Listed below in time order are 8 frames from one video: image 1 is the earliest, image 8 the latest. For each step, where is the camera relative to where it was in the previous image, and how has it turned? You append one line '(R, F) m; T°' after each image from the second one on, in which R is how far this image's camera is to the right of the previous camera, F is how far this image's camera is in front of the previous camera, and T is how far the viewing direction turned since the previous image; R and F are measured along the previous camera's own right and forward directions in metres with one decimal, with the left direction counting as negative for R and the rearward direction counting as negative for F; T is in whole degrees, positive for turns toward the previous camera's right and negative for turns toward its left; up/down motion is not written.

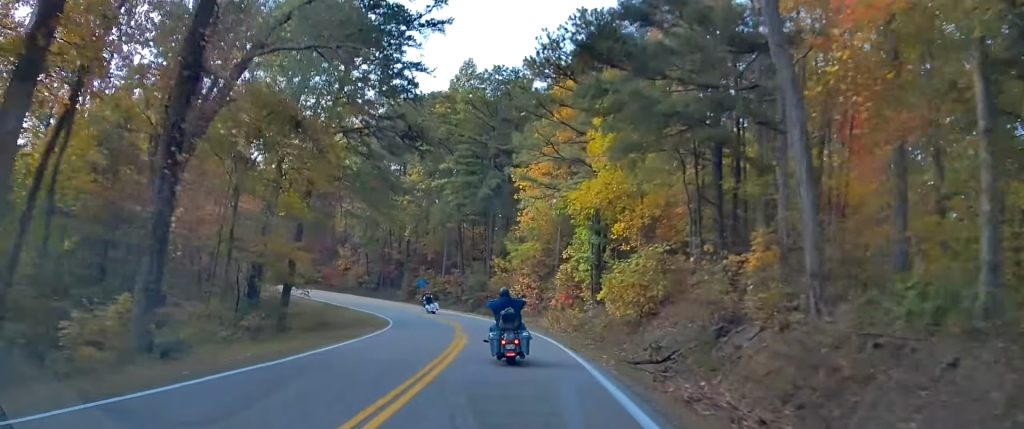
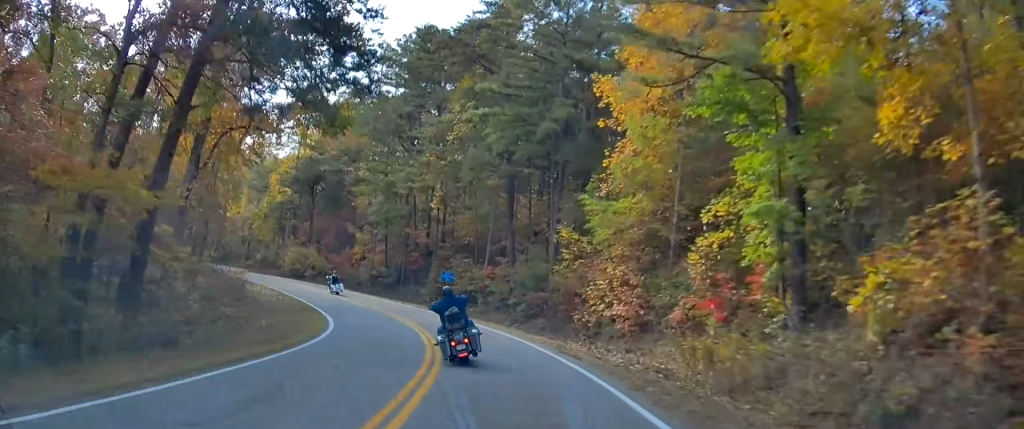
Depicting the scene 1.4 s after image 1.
(-0.3, +22.8) m; -4°
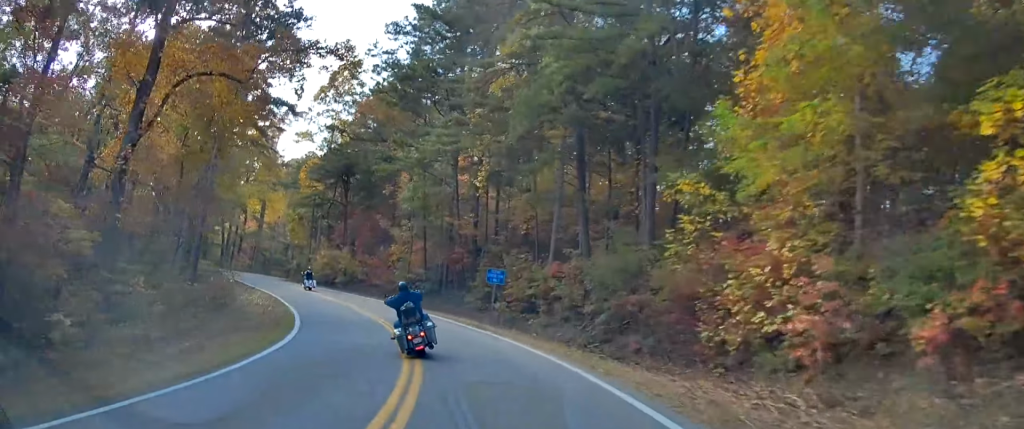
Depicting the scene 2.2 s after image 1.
(-0.1, +11.9) m; -5°
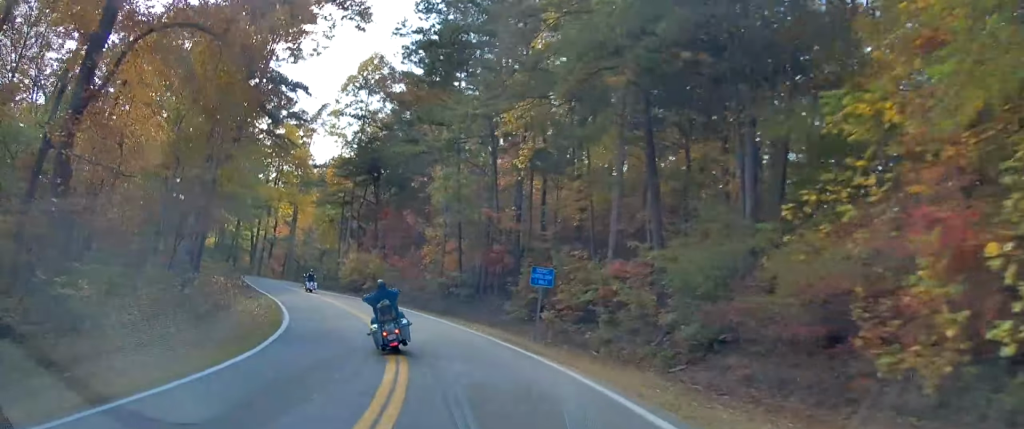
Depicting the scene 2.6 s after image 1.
(-0.6, +6.6) m; -3°
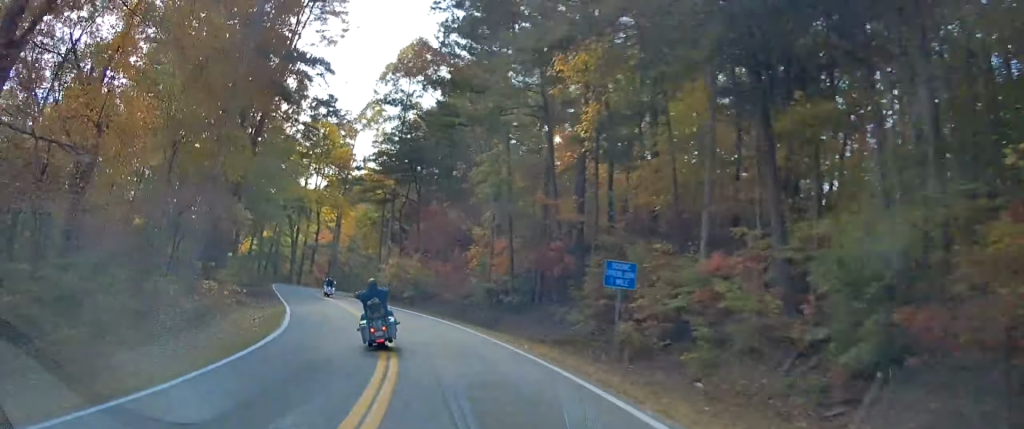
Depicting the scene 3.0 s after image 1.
(-0.2, +6.6) m; -3°
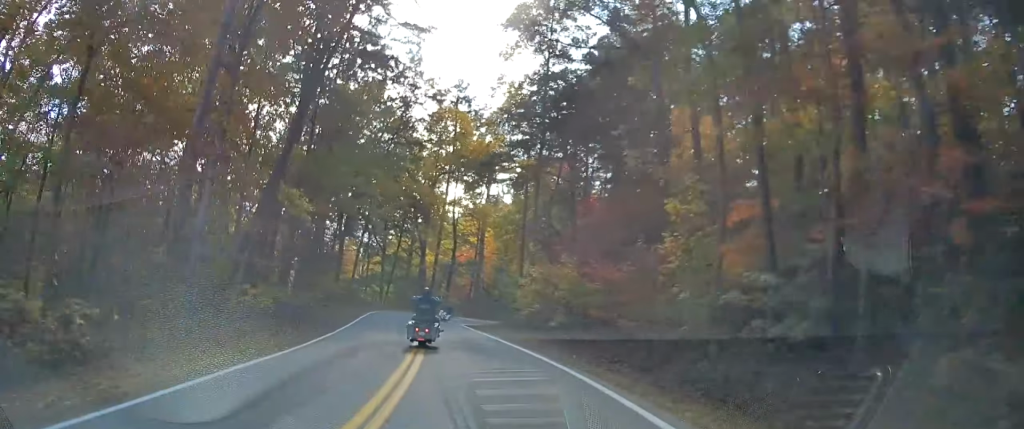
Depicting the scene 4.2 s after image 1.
(-0.9, +18.3) m; -7°
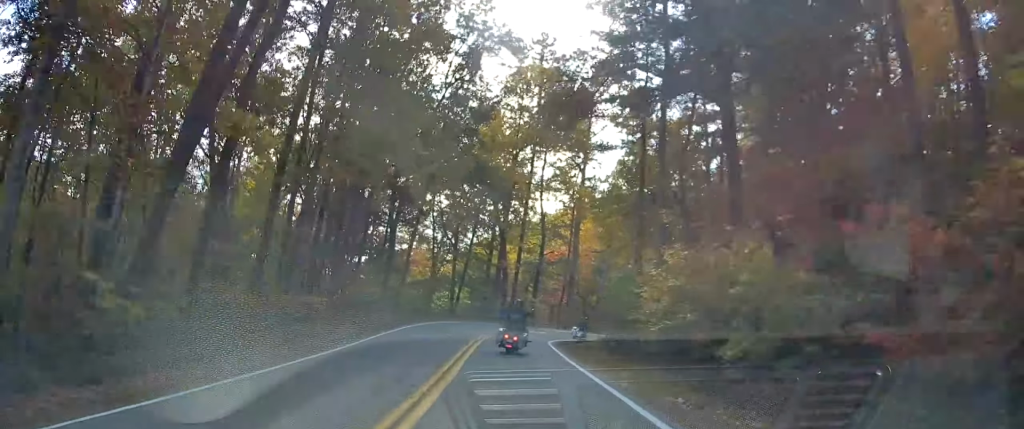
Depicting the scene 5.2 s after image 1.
(-0.6, +14.3) m; -9°
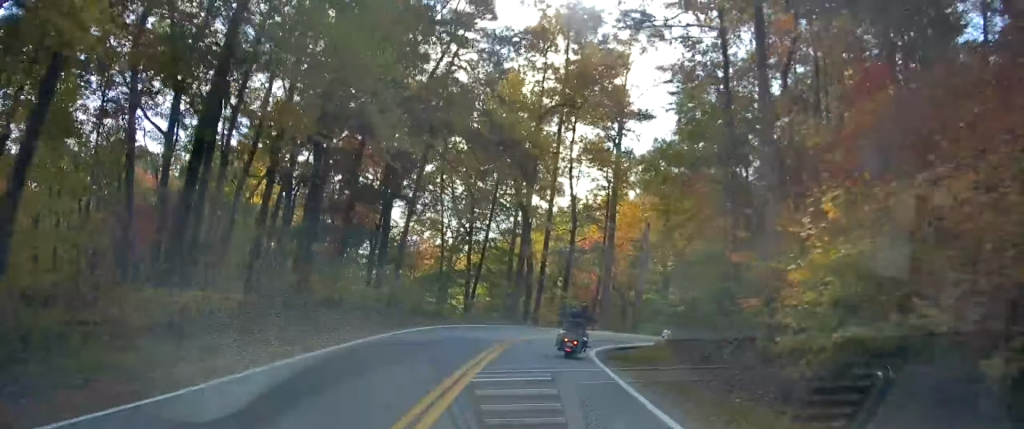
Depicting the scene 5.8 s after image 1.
(-1.1, +9.1) m; -5°
